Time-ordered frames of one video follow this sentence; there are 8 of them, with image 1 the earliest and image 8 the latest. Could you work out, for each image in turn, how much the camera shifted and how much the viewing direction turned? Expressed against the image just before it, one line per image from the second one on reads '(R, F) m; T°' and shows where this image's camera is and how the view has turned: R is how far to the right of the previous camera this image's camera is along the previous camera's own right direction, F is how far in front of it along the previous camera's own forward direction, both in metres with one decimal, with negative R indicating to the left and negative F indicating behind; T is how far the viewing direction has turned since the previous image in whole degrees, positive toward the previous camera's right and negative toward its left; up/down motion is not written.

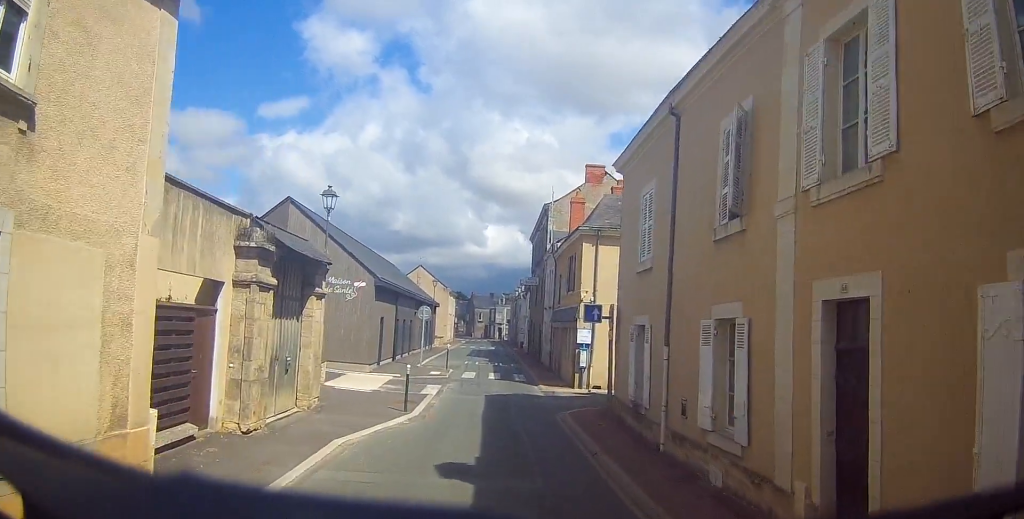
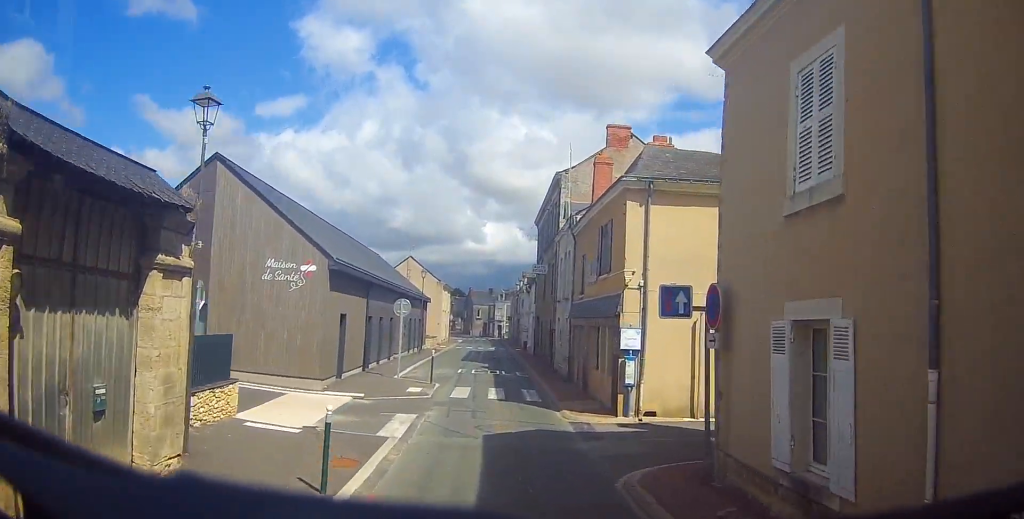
(+0.1, +8.3) m; +1°
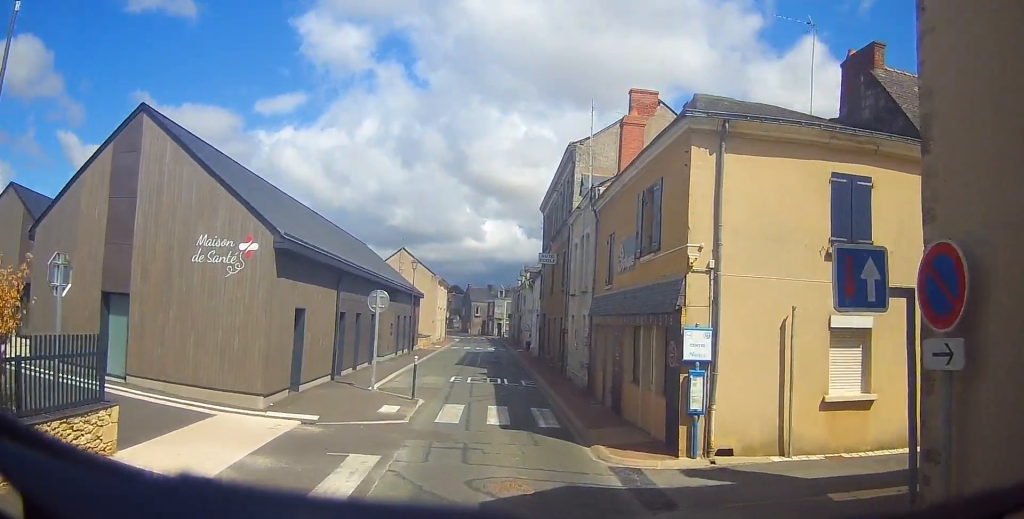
(0.0, +5.3) m; 0°
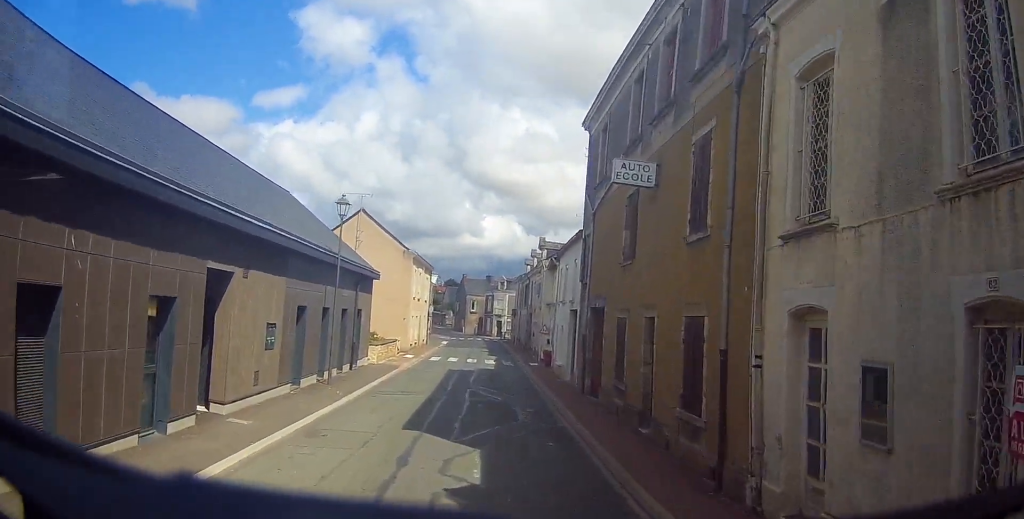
(+0.1, +19.4) m; -1°
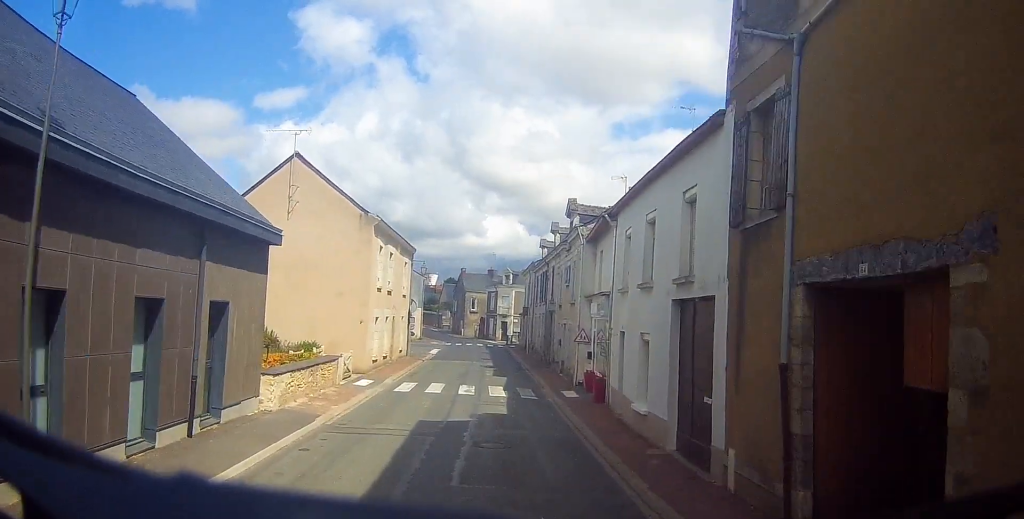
(-0.4, +15.1) m; -1°
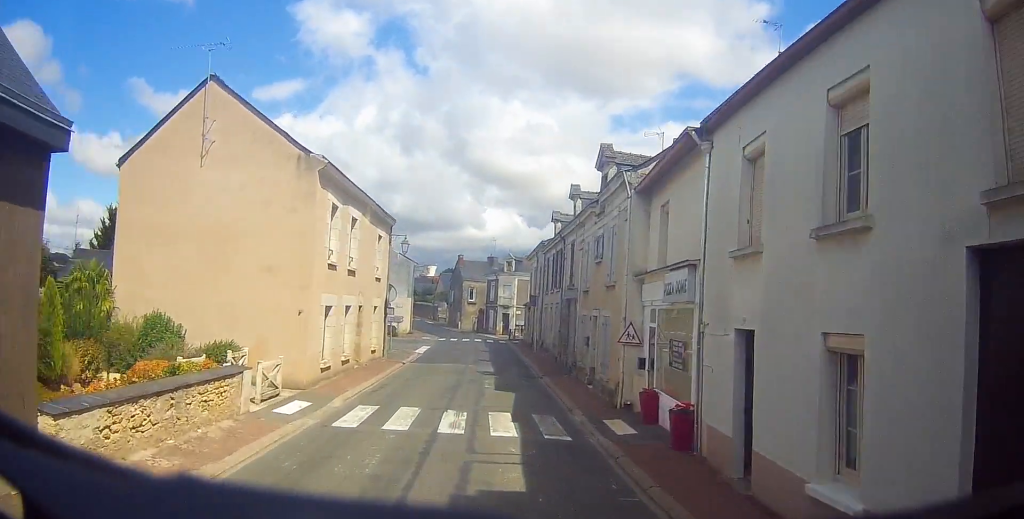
(0.0, +8.3) m; +2°
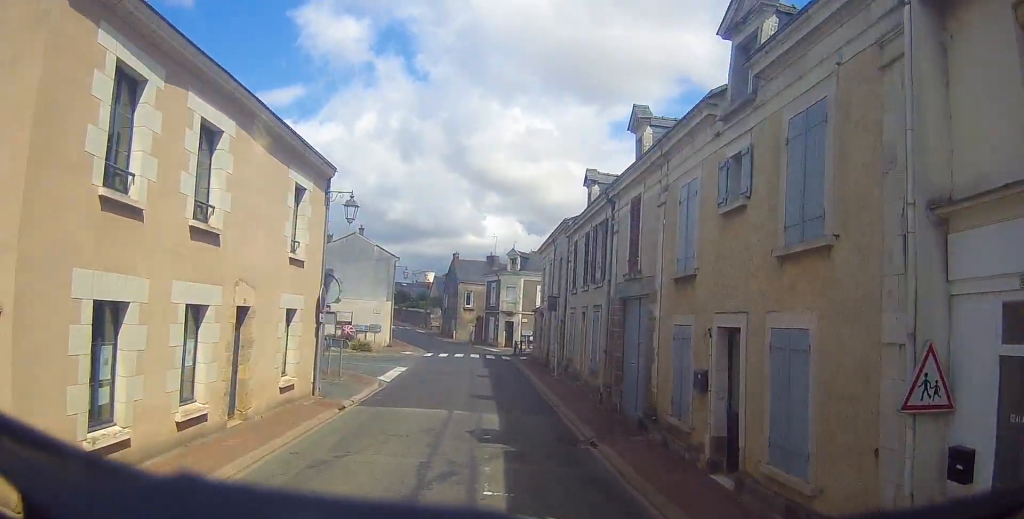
(+0.3, +10.9) m; +1°
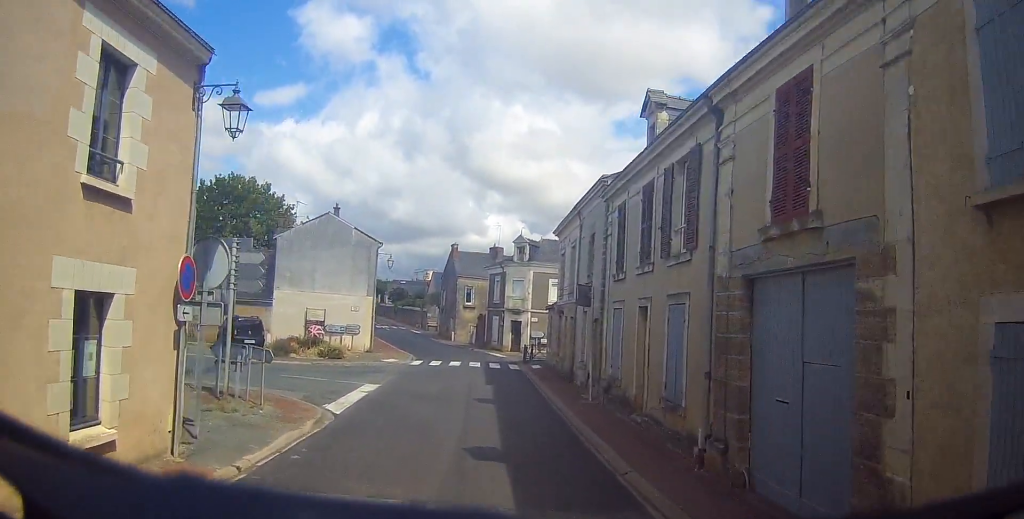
(-0.3, +7.8) m; 0°
